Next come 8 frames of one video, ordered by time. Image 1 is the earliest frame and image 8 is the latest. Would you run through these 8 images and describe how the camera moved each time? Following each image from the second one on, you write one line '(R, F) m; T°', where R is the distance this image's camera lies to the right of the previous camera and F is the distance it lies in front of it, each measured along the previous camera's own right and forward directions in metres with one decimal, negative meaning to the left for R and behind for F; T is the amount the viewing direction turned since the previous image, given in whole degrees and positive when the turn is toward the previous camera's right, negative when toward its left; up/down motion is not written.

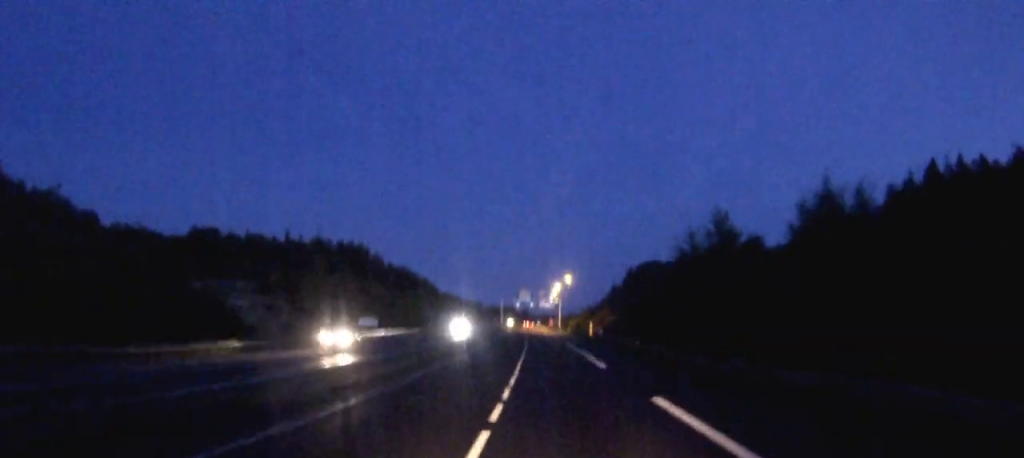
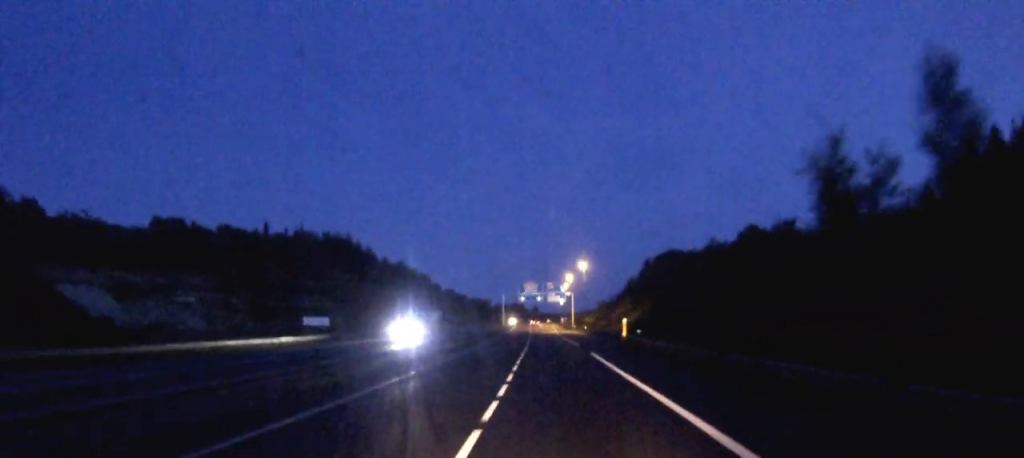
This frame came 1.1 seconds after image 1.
(-0.1, +30.6) m; 0°
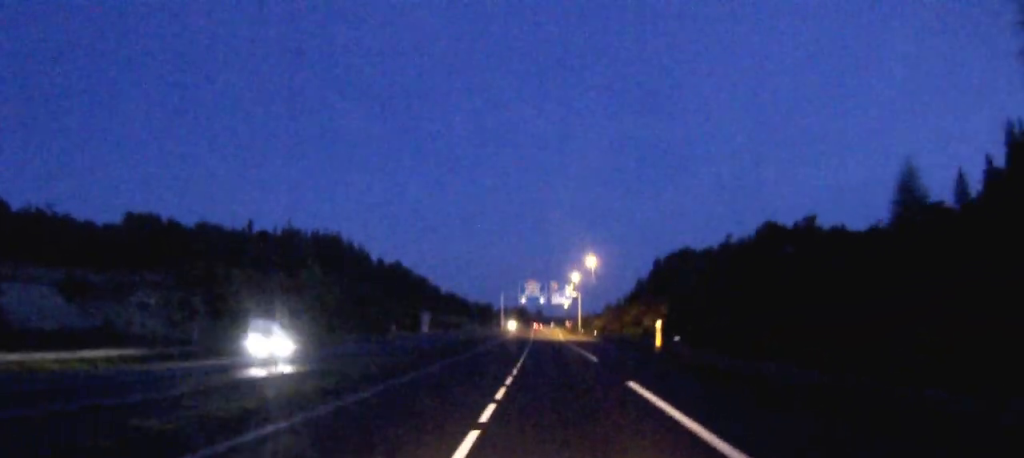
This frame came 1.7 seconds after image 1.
(0.0, +17.2) m; 0°
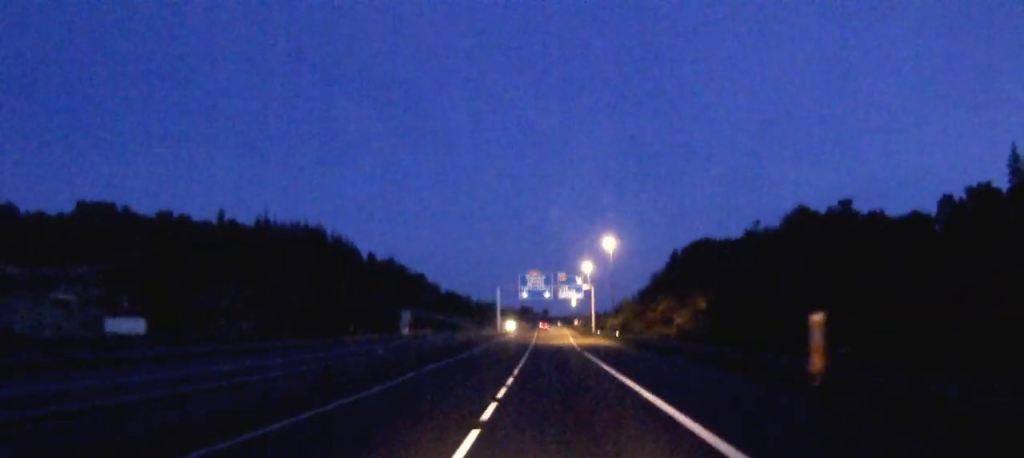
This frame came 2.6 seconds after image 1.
(-0.1, +25.9) m; 0°
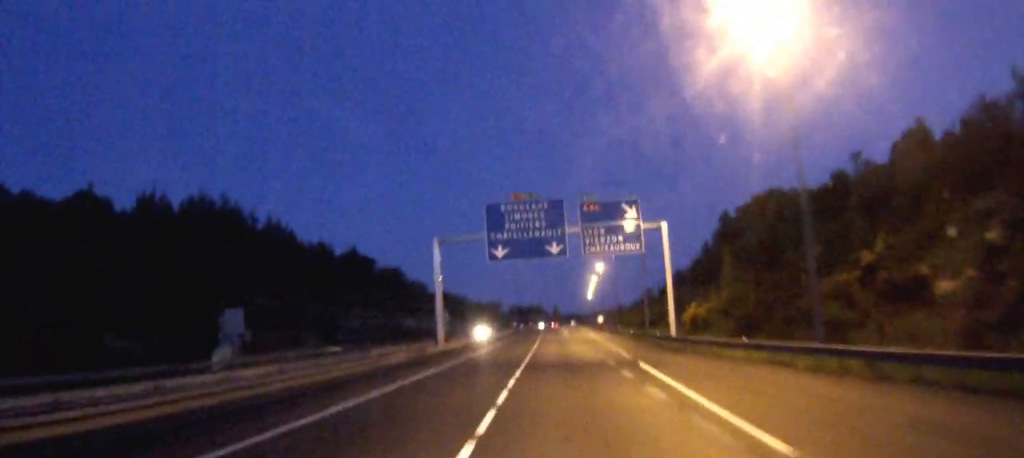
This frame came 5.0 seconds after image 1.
(-0.4, +70.4) m; -1°
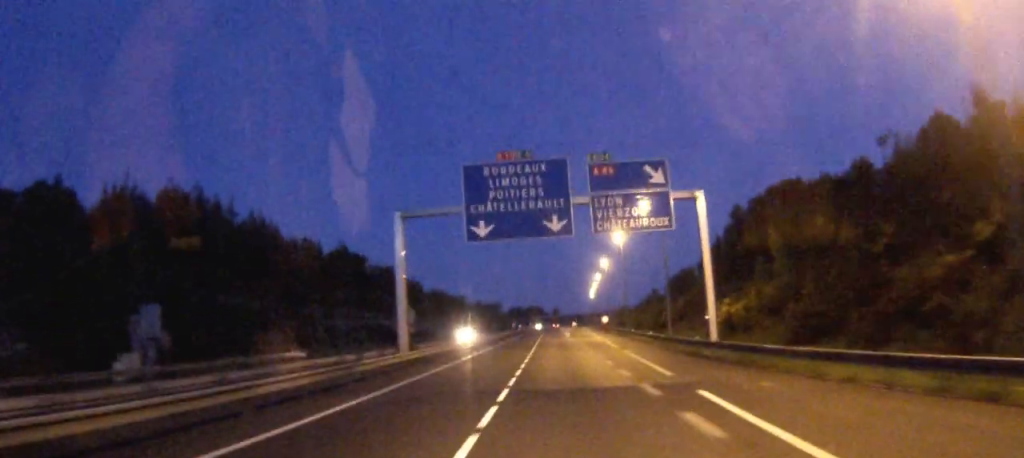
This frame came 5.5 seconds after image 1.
(0.0, +12.2) m; 0°
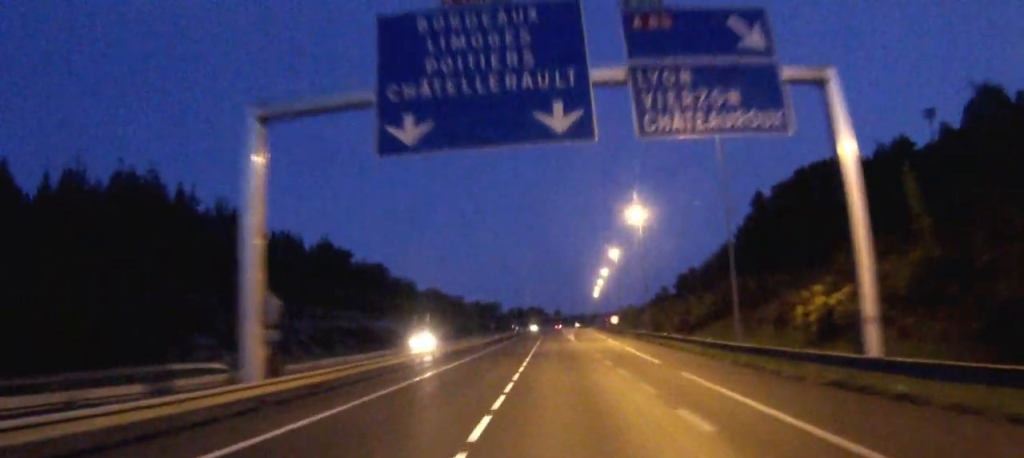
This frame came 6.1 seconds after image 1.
(0.0, +18.8) m; 0°
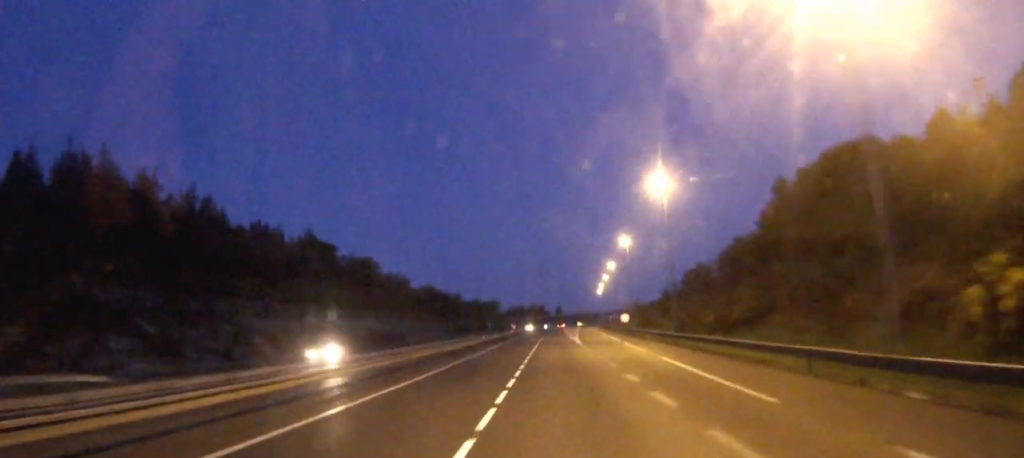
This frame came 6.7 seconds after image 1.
(0.0, +15.9) m; 0°
